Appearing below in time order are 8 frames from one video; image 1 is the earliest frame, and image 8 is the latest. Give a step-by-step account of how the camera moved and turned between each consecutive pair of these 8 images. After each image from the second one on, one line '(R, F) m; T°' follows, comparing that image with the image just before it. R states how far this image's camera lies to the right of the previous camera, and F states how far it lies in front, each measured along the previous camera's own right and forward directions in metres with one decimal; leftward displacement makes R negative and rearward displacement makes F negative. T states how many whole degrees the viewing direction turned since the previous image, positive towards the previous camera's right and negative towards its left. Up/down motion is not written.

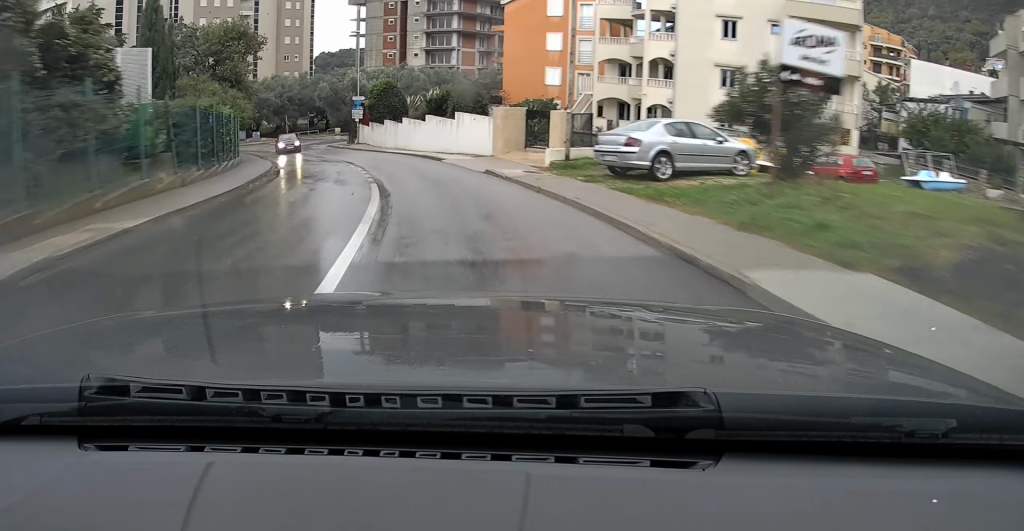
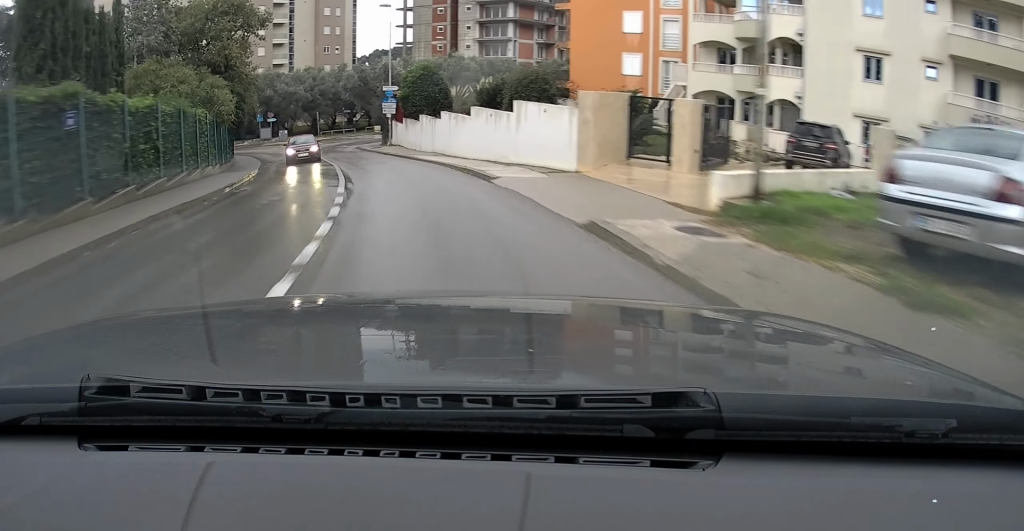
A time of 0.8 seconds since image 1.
(-0.5, +9.8) m; -6°
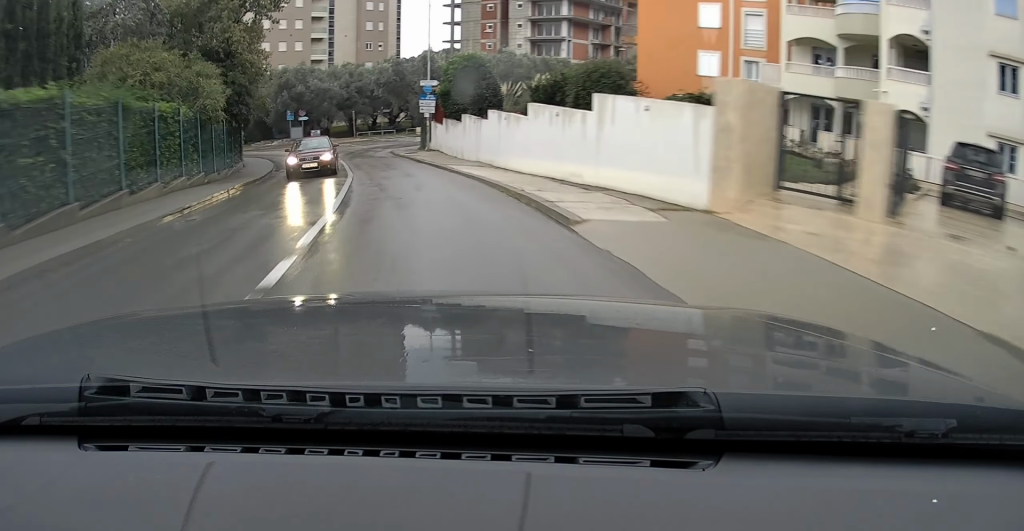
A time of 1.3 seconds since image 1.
(-0.4, +5.9) m; -3°
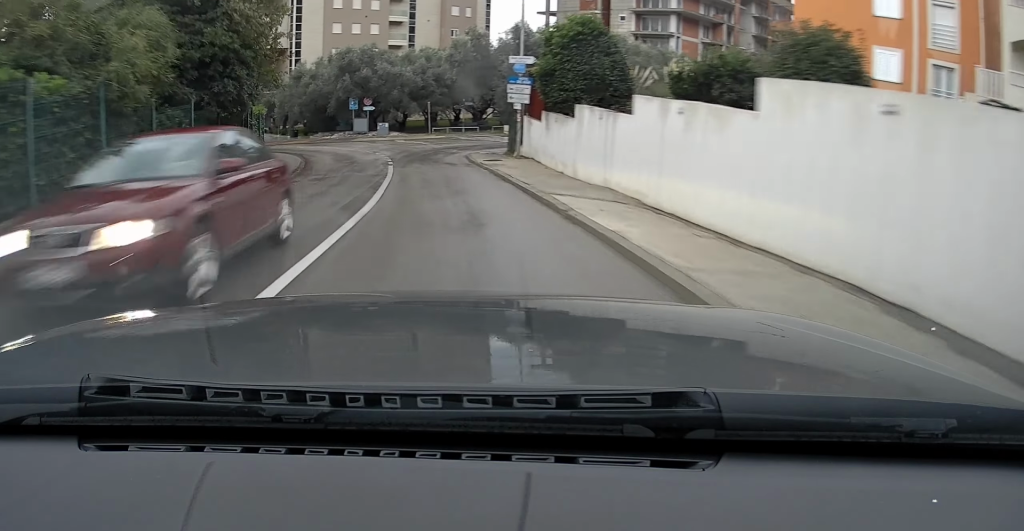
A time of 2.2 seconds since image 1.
(-0.3, +9.6) m; -4°
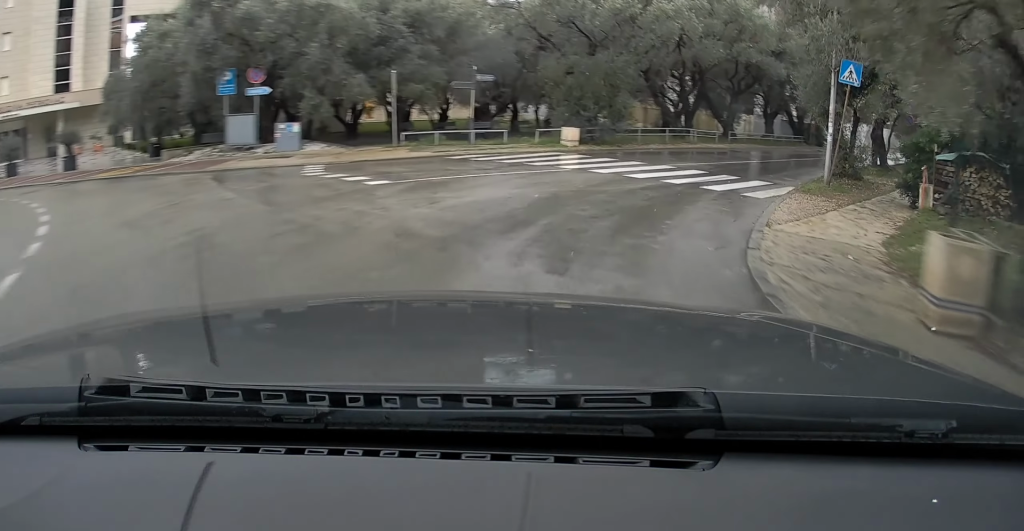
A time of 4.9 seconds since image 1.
(-0.8, +25.9) m; +5°
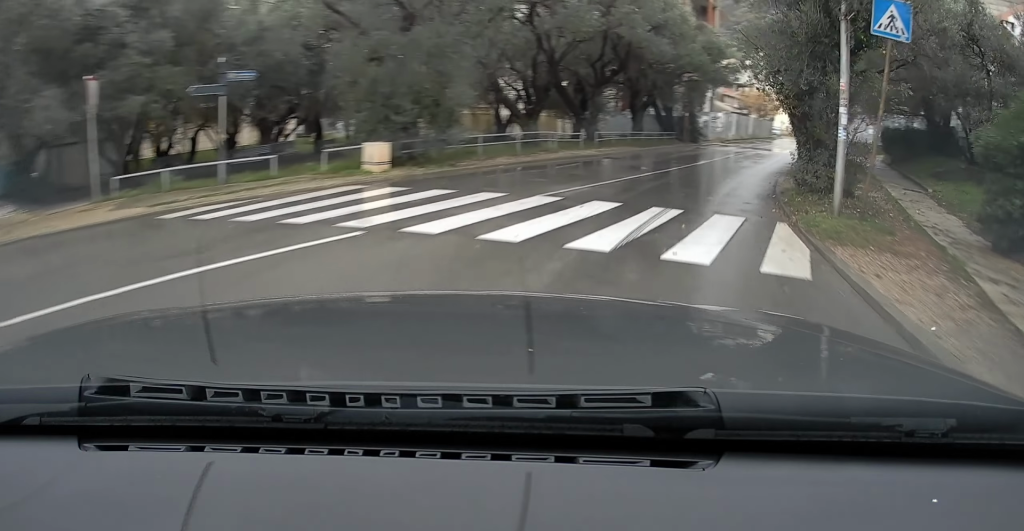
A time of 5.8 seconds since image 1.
(+0.5, +7.0) m; +10°
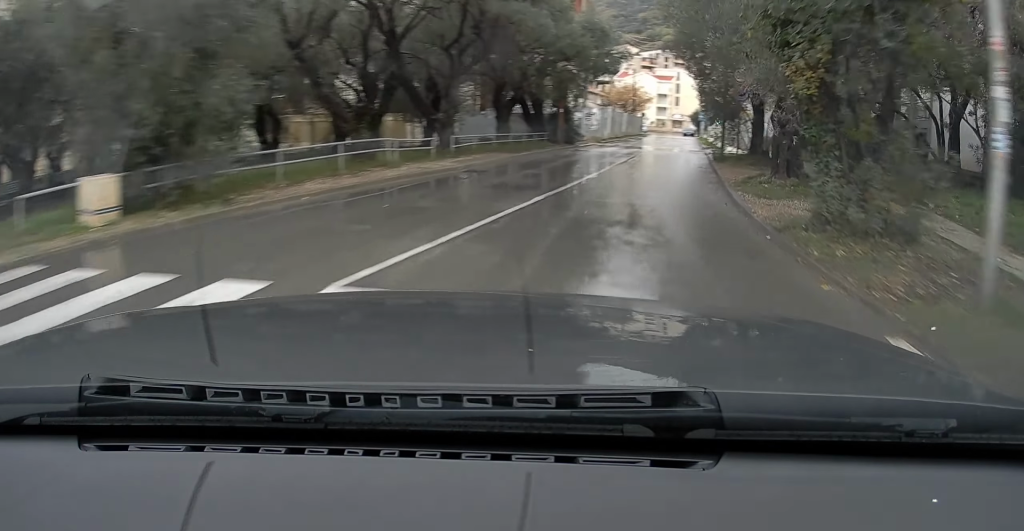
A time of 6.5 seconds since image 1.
(+0.2, +5.0) m; +8°
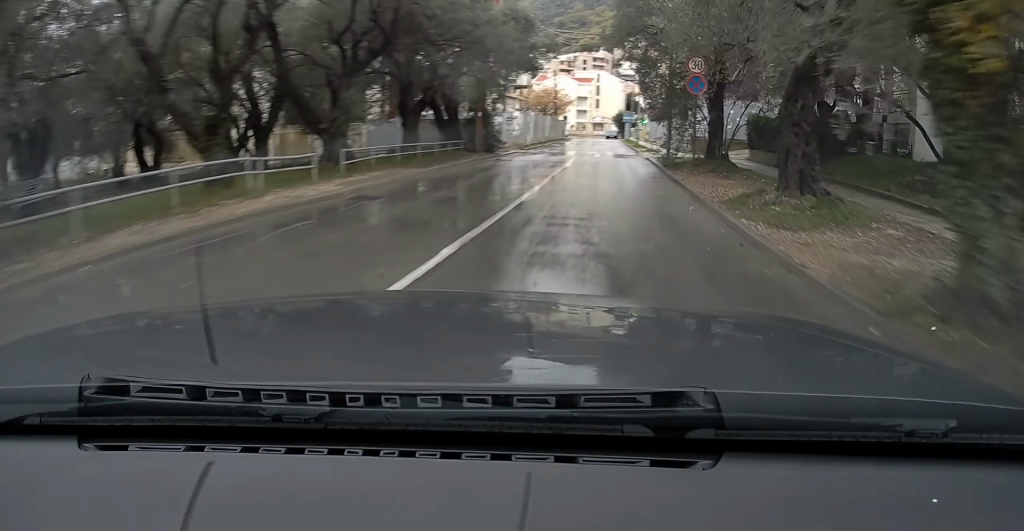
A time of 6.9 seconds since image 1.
(+0.3, +3.6) m; +5°
